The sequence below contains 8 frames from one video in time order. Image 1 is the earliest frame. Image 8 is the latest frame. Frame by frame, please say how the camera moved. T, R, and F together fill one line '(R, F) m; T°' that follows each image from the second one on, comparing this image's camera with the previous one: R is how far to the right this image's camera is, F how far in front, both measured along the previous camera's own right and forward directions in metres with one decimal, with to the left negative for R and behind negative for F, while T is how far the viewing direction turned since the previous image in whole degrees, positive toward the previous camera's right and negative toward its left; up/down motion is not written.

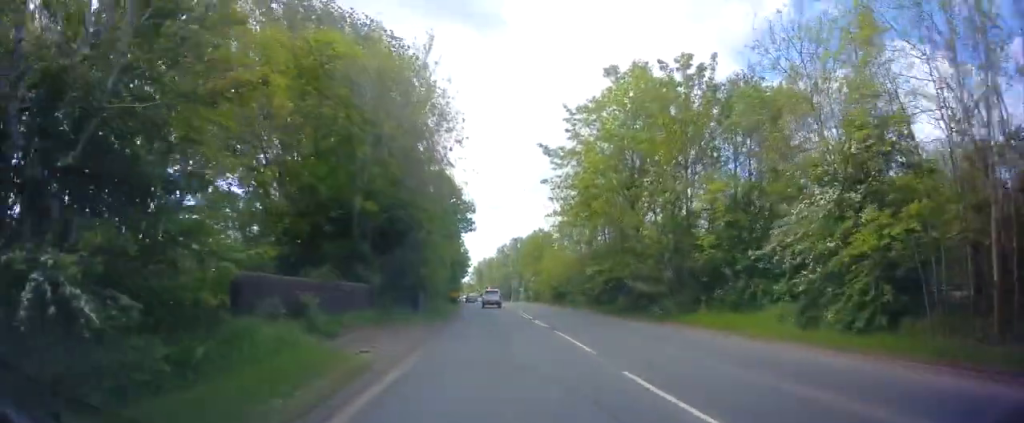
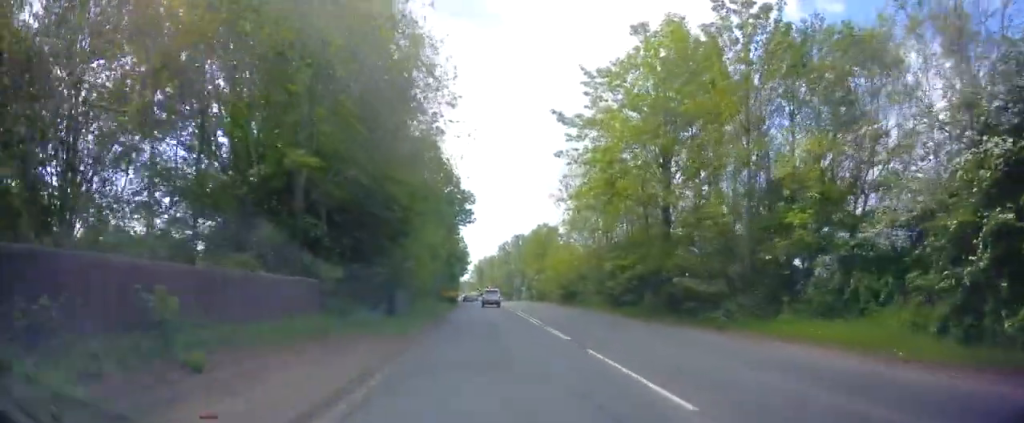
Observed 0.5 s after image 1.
(0.0, +6.1) m; 0°
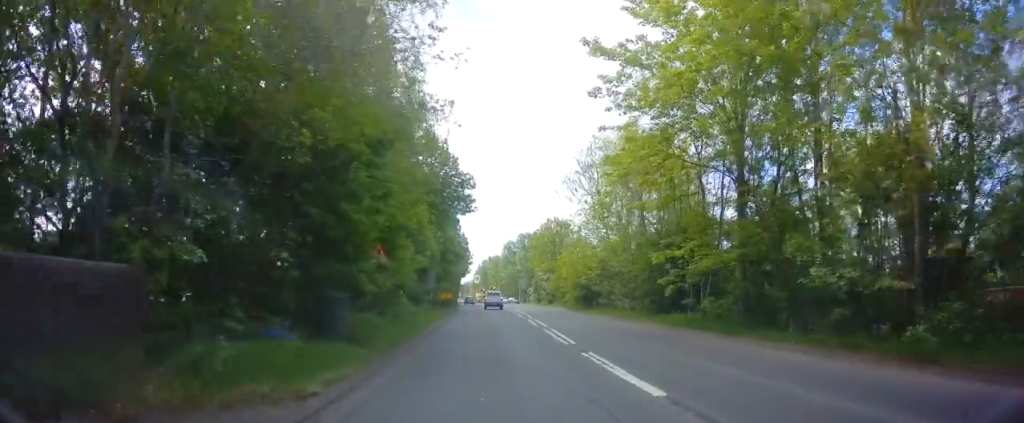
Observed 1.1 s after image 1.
(0.0, +8.2) m; -1°
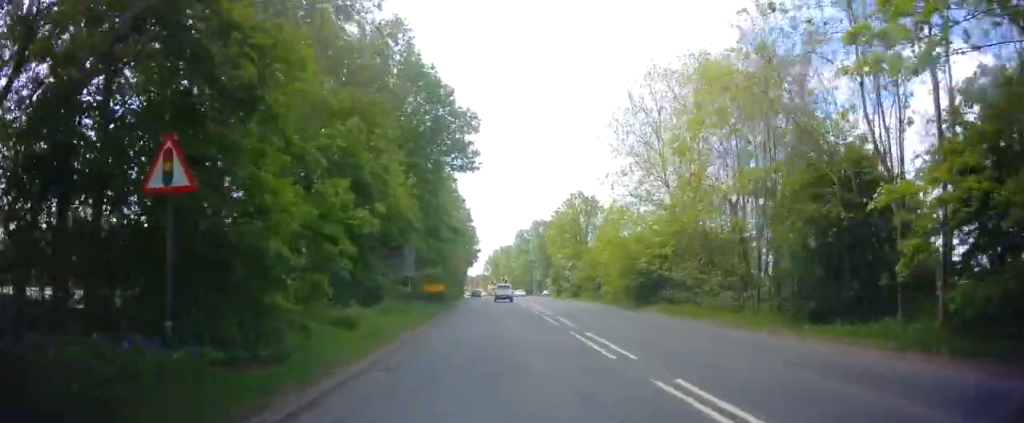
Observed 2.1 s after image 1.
(-0.3, +13.5) m; 0°
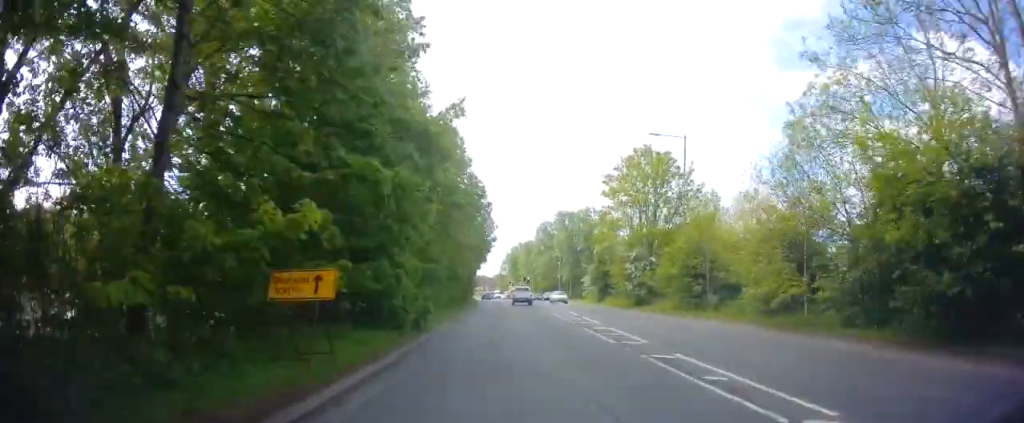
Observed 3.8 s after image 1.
(+0.1, +22.2) m; -2°
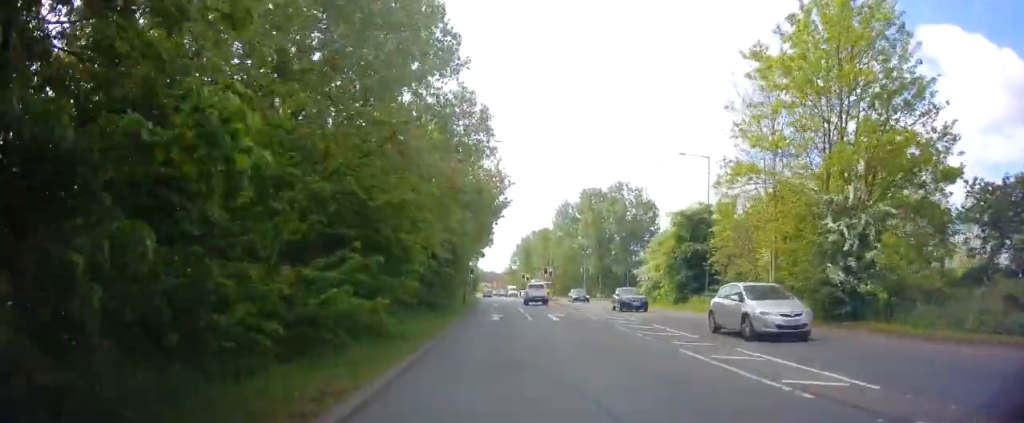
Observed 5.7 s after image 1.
(-1.0, +24.6) m; -3°
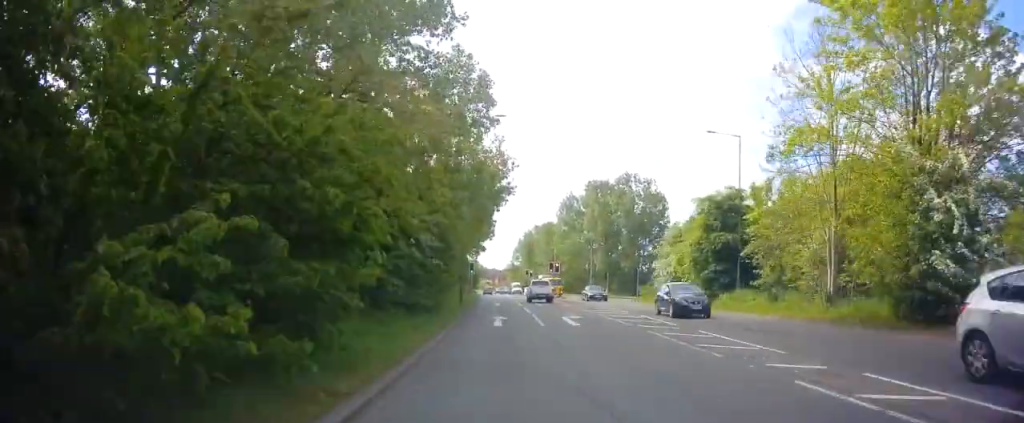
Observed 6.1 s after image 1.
(0.0, +4.9) m; 0°
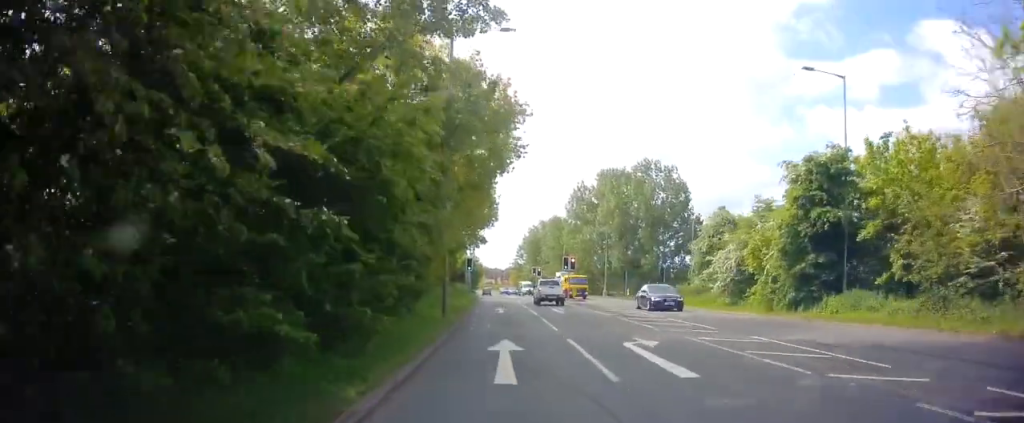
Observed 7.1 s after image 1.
(+0.1, +10.7) m; +1°
